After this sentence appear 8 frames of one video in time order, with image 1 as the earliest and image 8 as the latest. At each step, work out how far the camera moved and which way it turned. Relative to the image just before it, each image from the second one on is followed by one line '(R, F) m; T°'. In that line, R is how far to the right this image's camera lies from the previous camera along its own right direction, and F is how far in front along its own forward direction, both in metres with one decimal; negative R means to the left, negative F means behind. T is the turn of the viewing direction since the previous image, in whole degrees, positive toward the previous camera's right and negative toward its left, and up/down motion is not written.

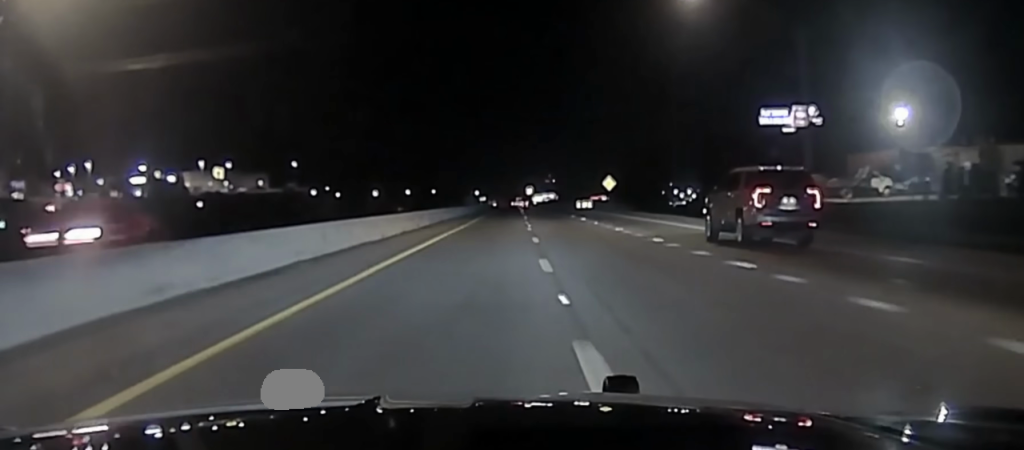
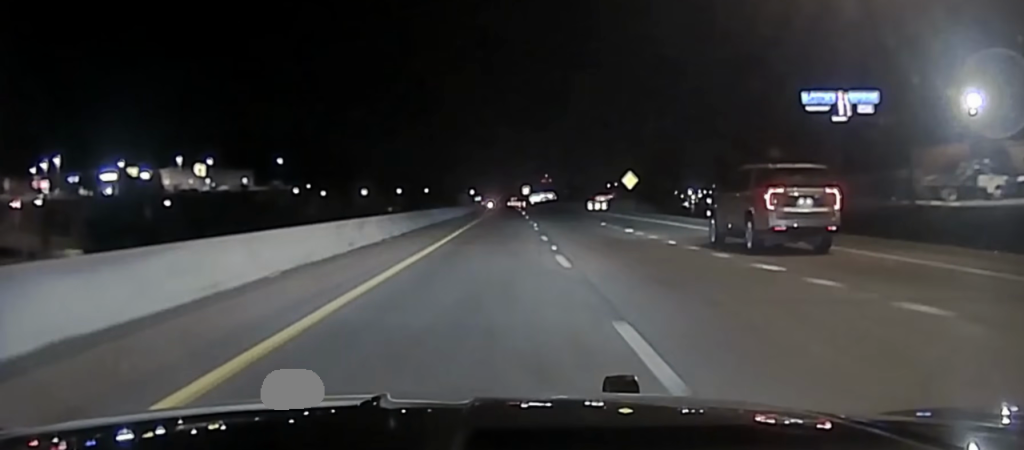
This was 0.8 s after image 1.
(0.0, +22.8) m; +1°
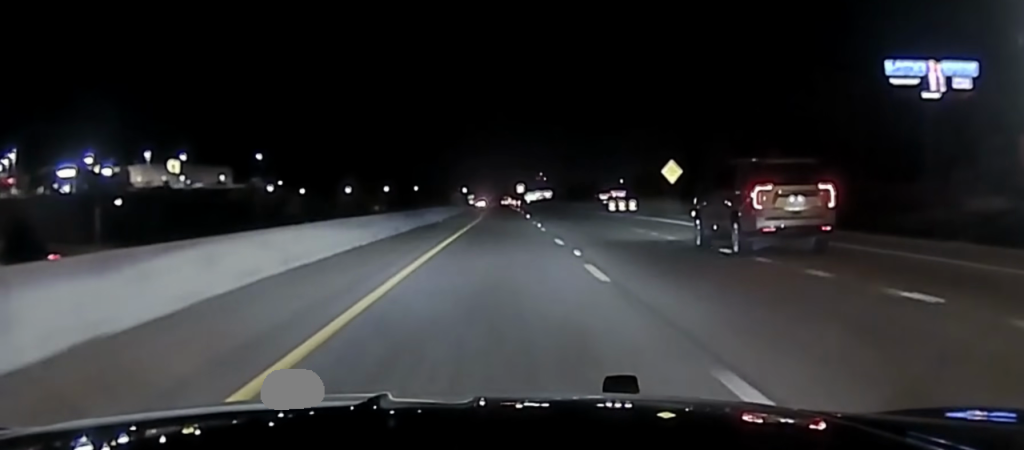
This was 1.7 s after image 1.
(+0.5, +28.8) m; +2°
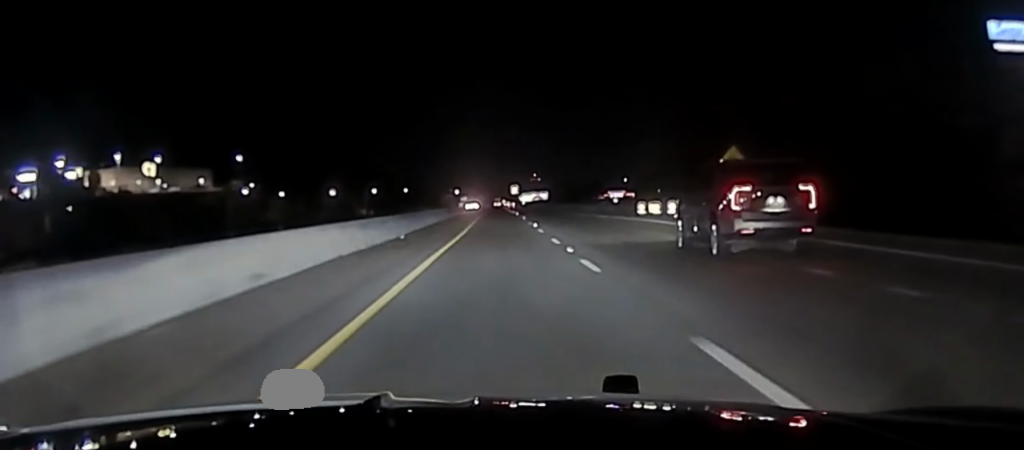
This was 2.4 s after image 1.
(+0.5, +20.8) m; +1°
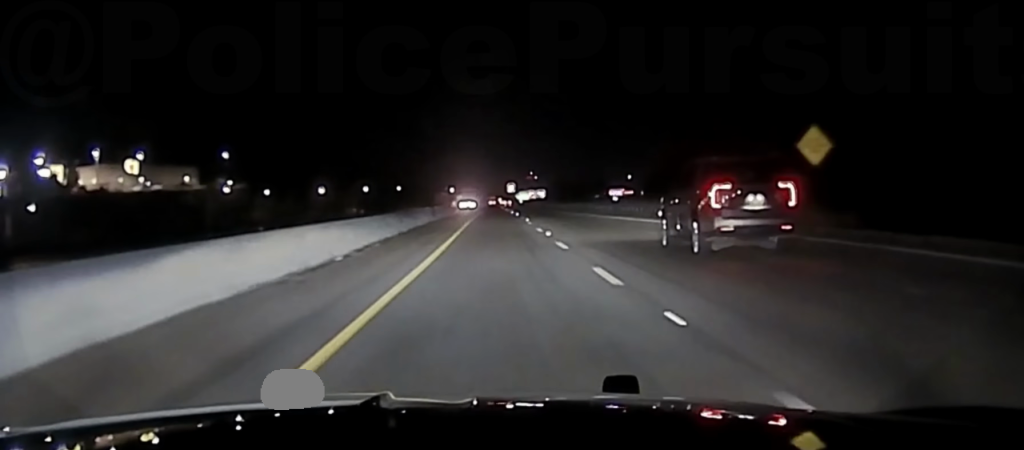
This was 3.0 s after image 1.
(-0.2, +15.9) m; -1°
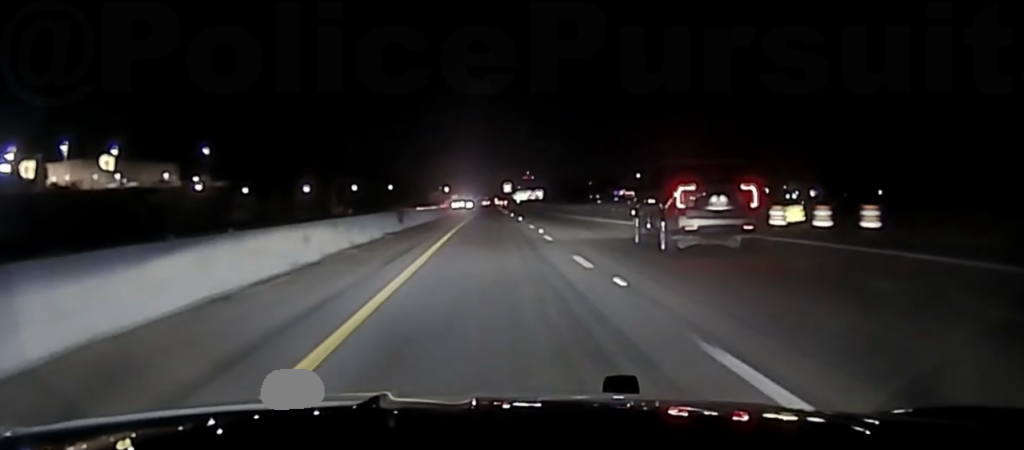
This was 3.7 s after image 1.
(-0.1, +20.9) m; 0°
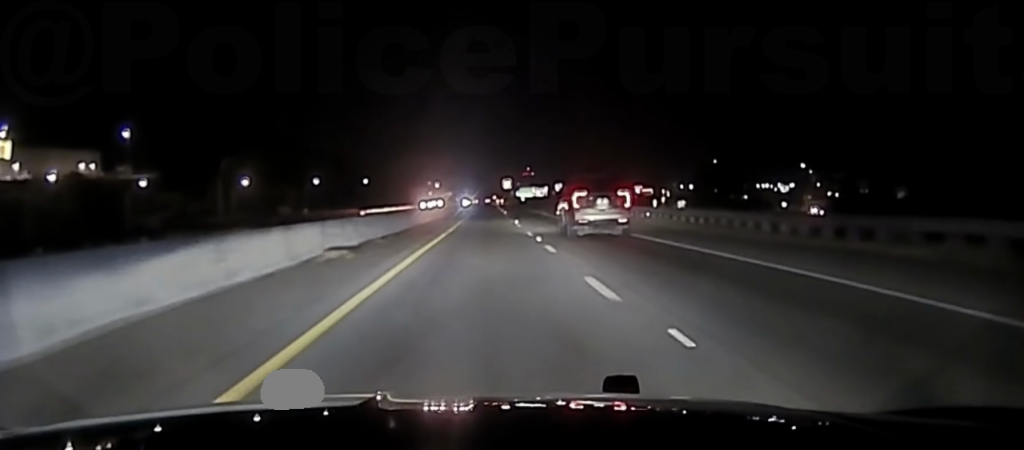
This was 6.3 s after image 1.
(+0.9, +78.6) m; 0°
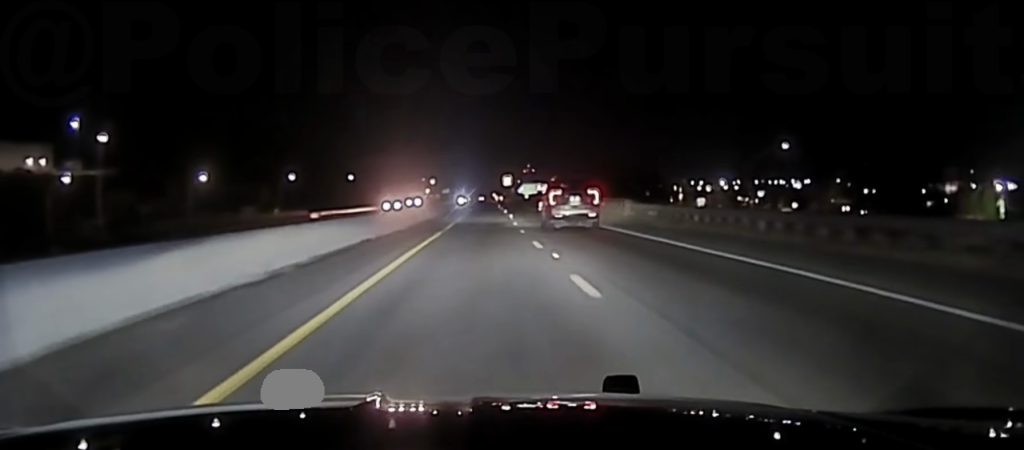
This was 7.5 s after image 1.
(0.0, +35.8) m; +1°
